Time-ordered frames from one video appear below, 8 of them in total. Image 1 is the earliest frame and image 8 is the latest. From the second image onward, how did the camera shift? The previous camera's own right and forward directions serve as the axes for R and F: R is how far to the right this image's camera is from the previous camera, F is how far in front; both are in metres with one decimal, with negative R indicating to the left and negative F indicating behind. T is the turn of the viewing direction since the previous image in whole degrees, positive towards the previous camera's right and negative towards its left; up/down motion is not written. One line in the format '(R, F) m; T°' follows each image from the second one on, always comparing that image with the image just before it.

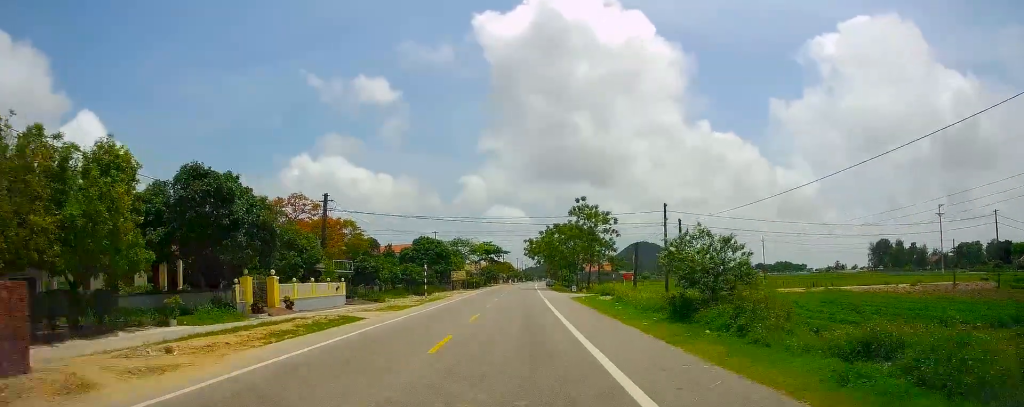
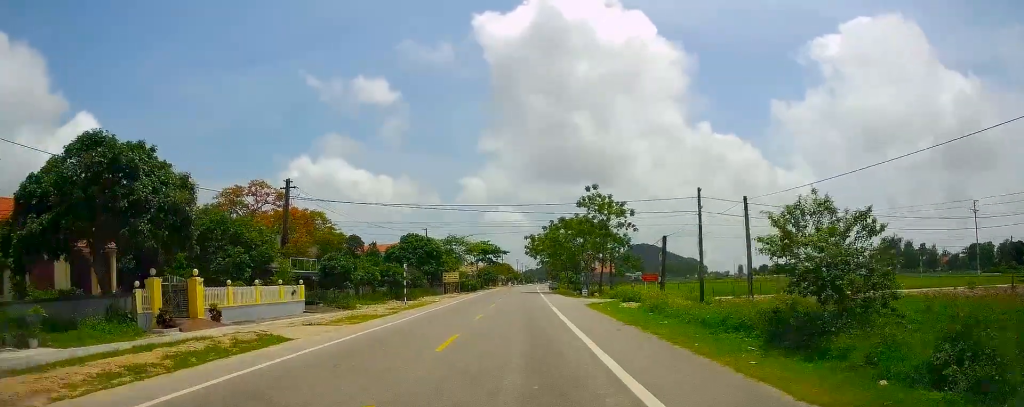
(-0.1, +9.3) m; -1°
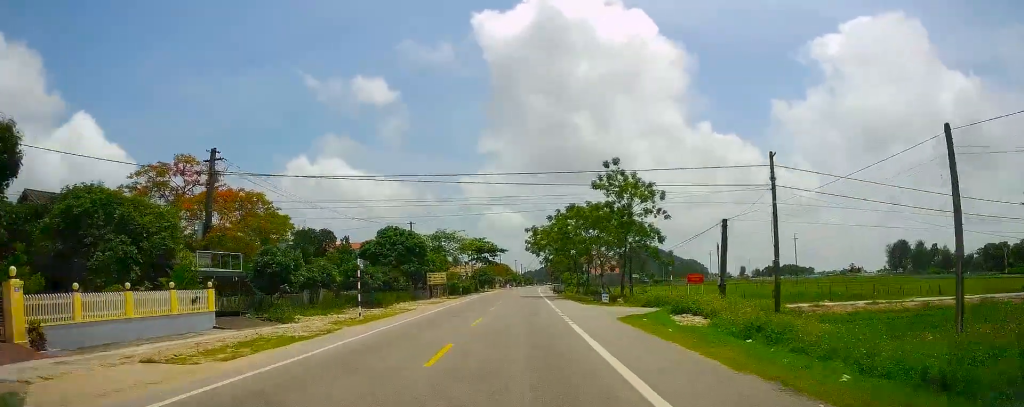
(-0.1, +12.1) m; 0°
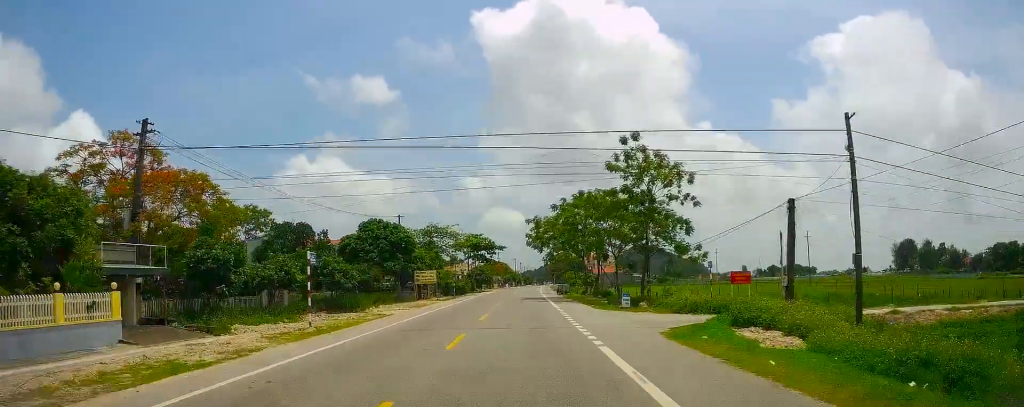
(0.0, +7.5) m; +1°
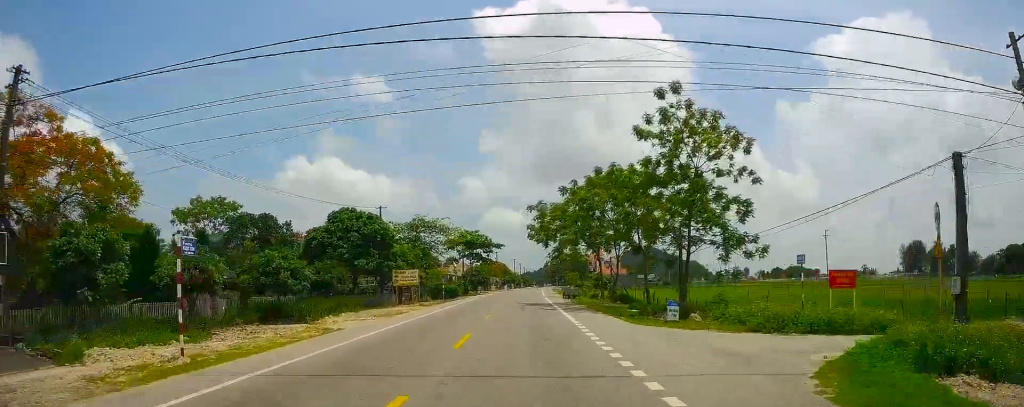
(+0.1, +9.6) m; +1°
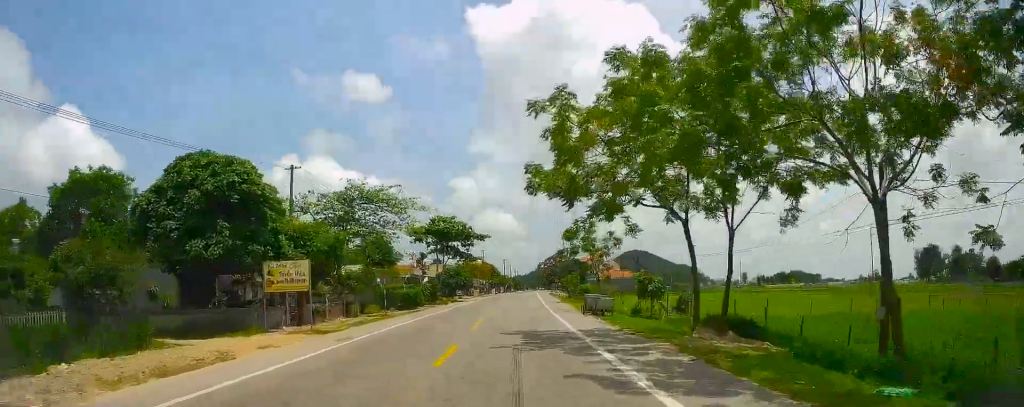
(+0.4, +22.8) m; +1°
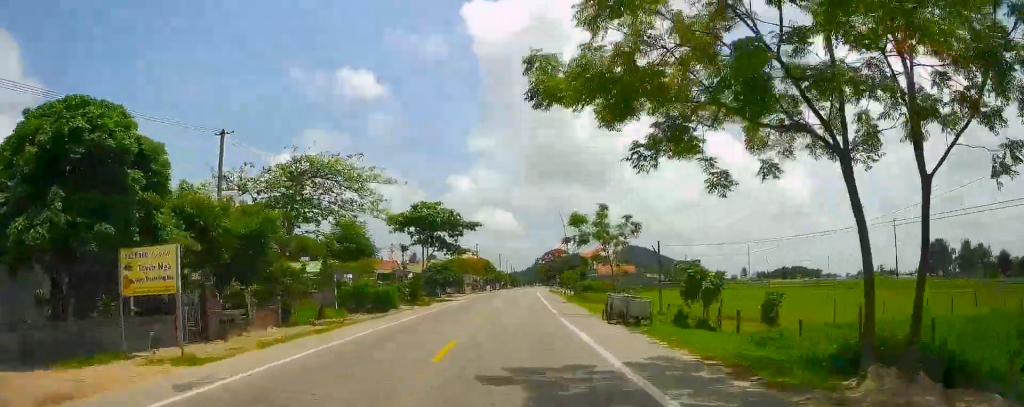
(0.0, +9.4) m; 0°
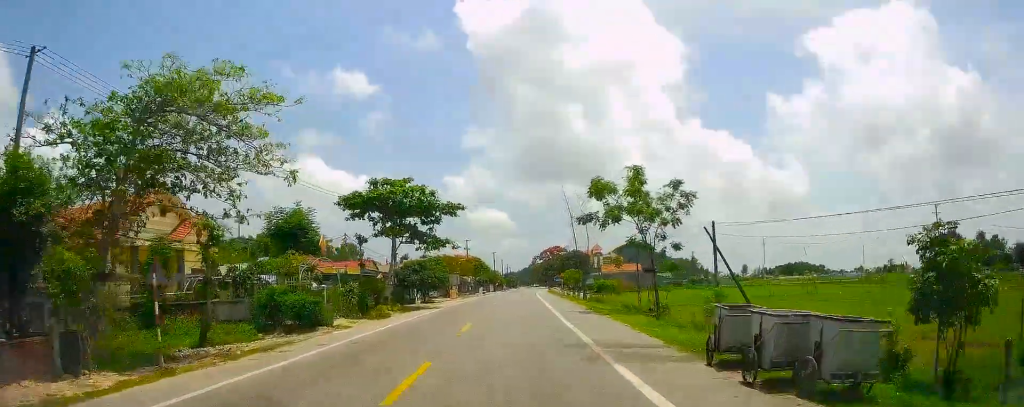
(0.0, +14.1) m; +1°
